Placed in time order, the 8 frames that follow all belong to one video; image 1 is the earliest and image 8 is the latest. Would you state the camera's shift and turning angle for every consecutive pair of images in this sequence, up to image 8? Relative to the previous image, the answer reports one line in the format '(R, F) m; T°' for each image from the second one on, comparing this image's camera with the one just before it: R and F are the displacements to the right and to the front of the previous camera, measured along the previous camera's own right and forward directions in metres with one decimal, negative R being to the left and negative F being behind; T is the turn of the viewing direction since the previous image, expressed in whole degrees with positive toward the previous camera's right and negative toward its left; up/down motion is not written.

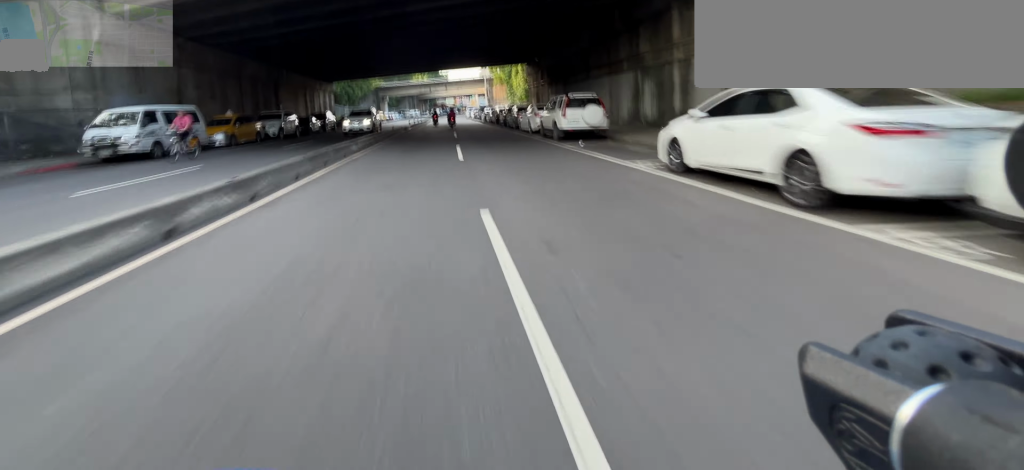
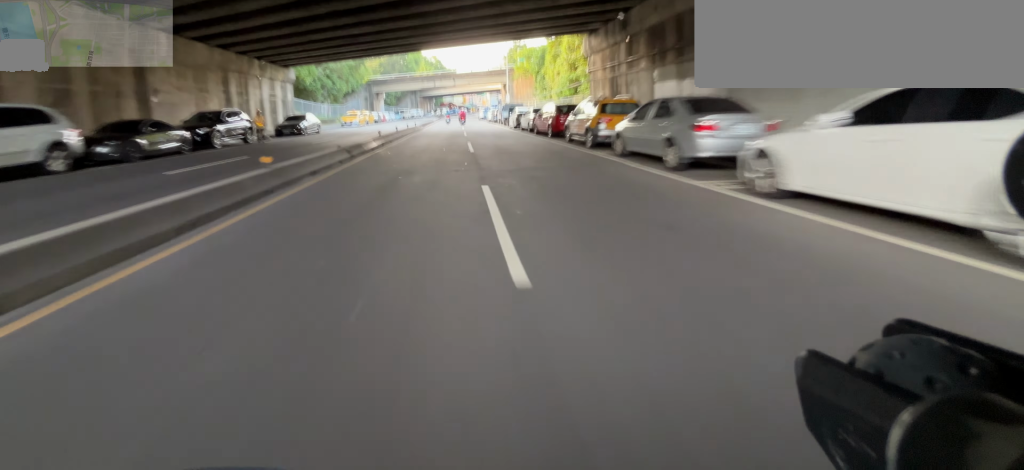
(-0.1, +17.4) m; -2°
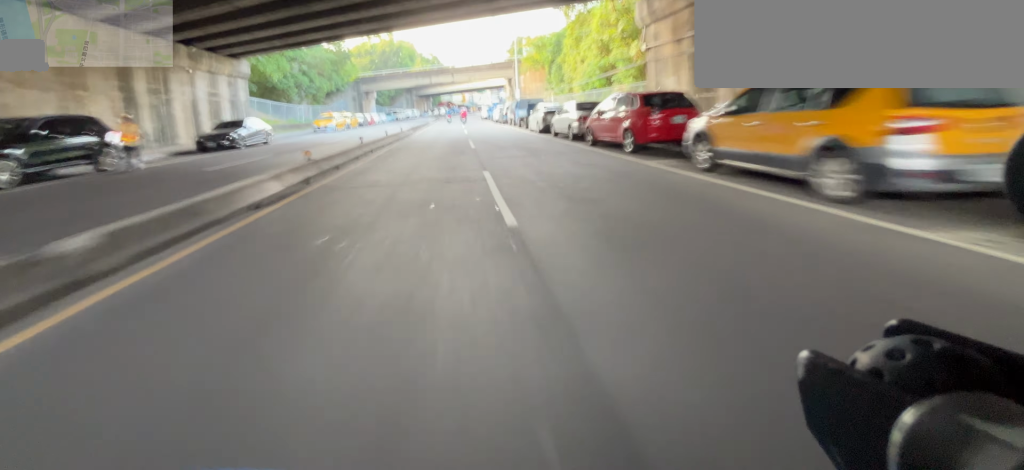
(-0.1, +8.6) m; 0°
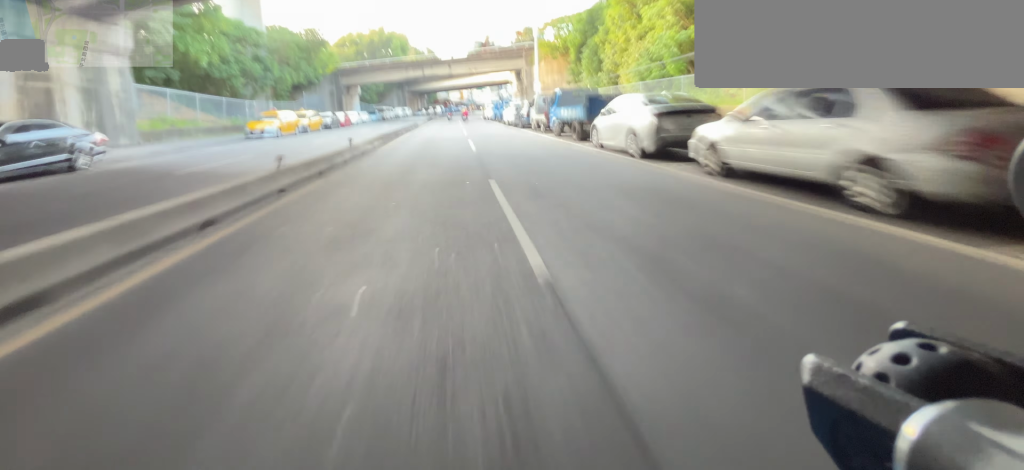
(-0.1, +10.9) m; 0°
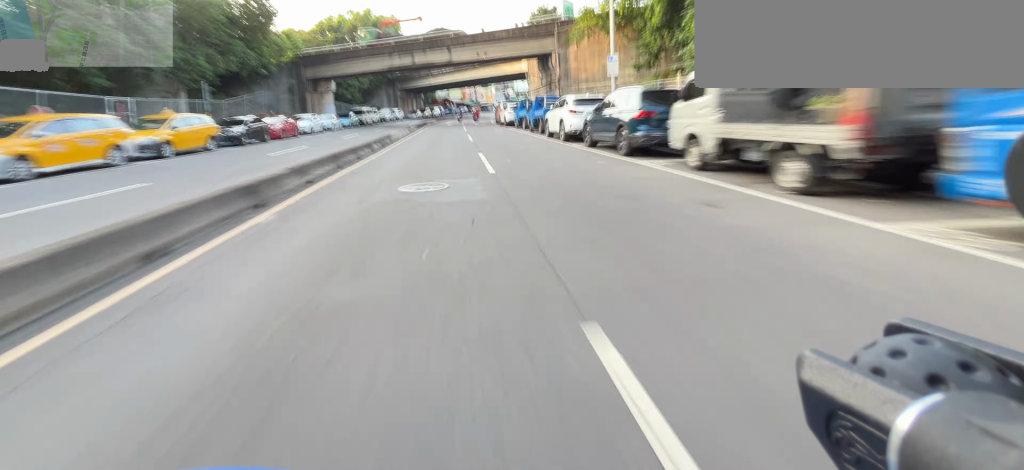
(+0.3, +14.9) m; +1°
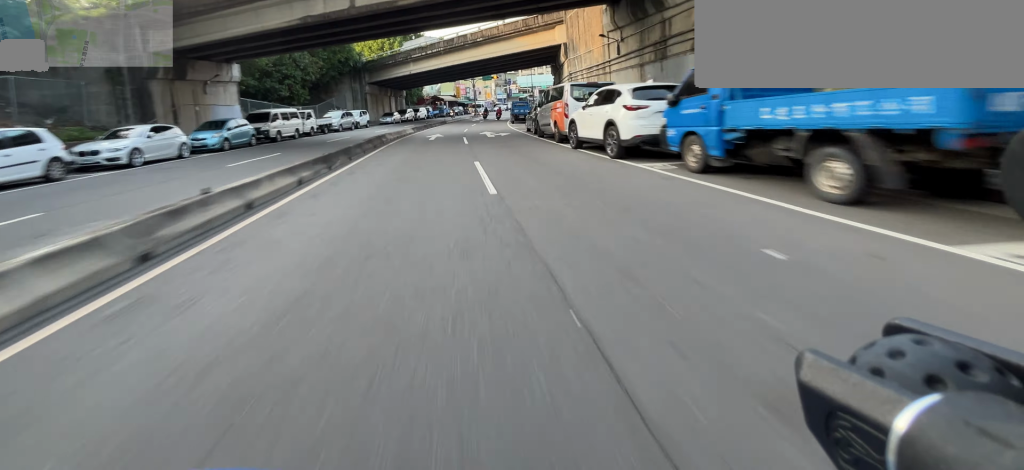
(0.0, +22.4) m; 0°
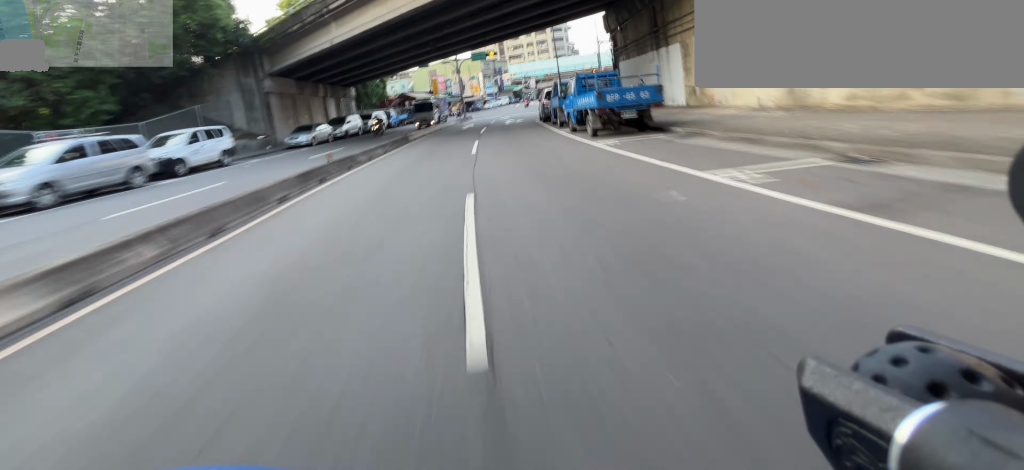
(+0.2, +23.8) m; +1°
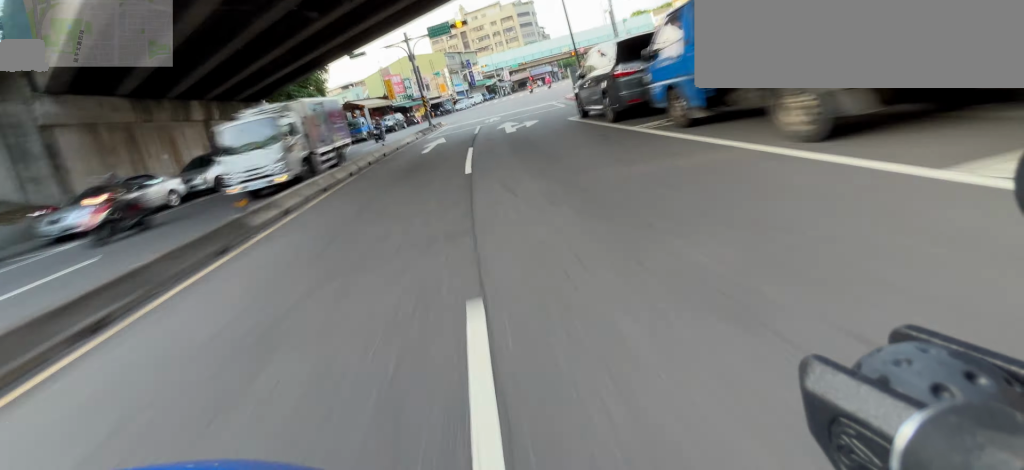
(-0.1, +13.0) m; +8°
